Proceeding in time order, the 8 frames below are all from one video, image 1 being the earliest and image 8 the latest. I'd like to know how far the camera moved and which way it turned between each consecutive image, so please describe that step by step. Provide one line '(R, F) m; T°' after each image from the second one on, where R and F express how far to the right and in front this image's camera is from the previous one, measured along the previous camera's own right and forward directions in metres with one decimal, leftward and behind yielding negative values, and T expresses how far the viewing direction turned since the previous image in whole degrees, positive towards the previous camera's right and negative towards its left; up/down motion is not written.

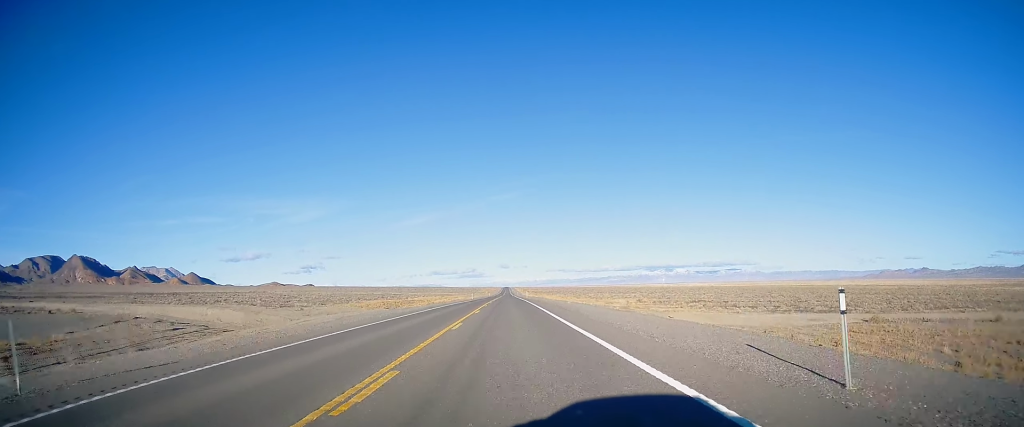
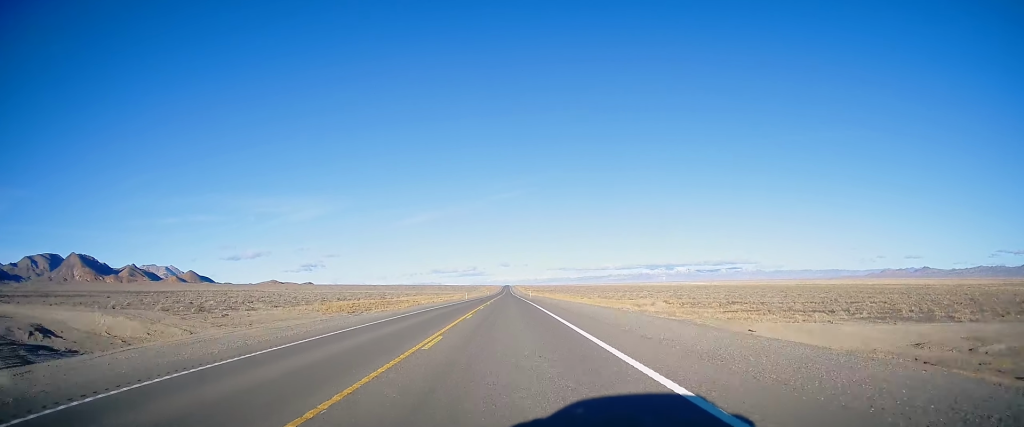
(-0.4, +18.4) m; 0°
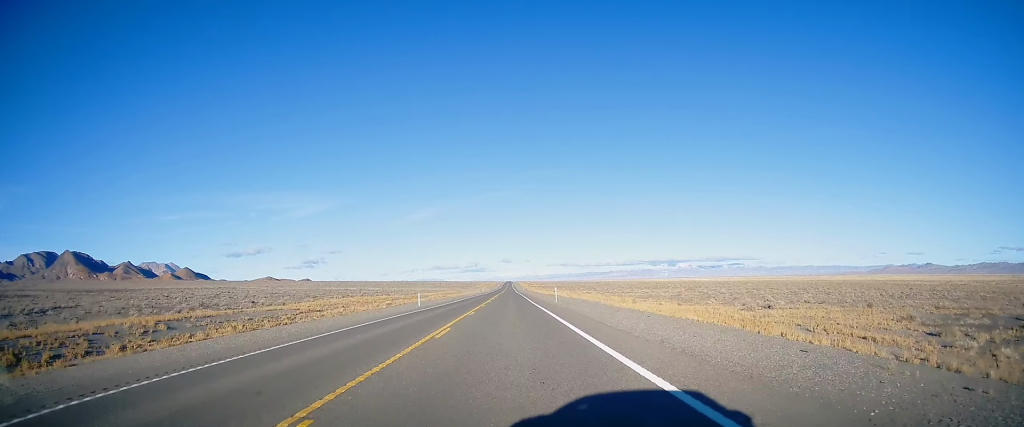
(+0.4, +58.2) m; 0°
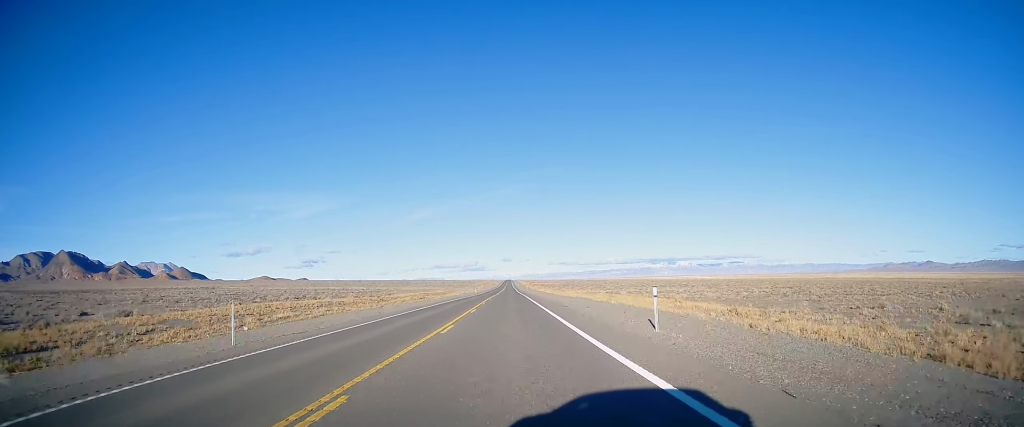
(-0.1, +35.0) m; 0°
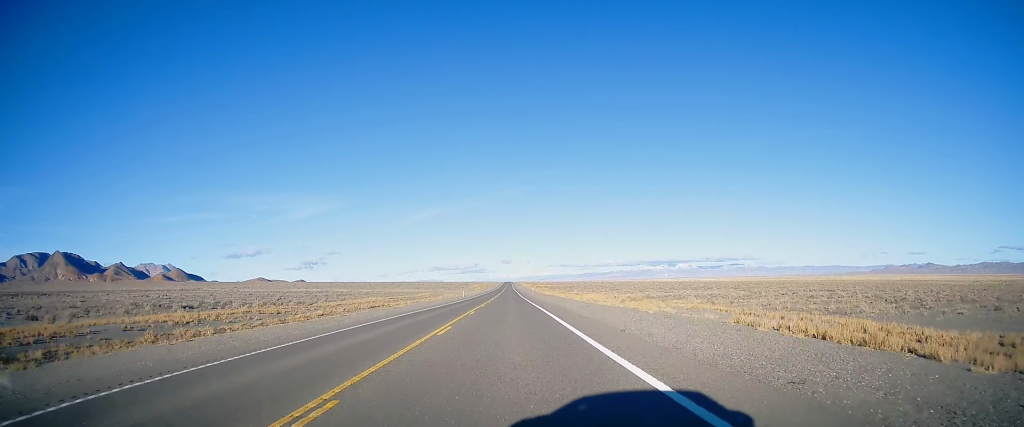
(+0.2, +36.6) m; 0°
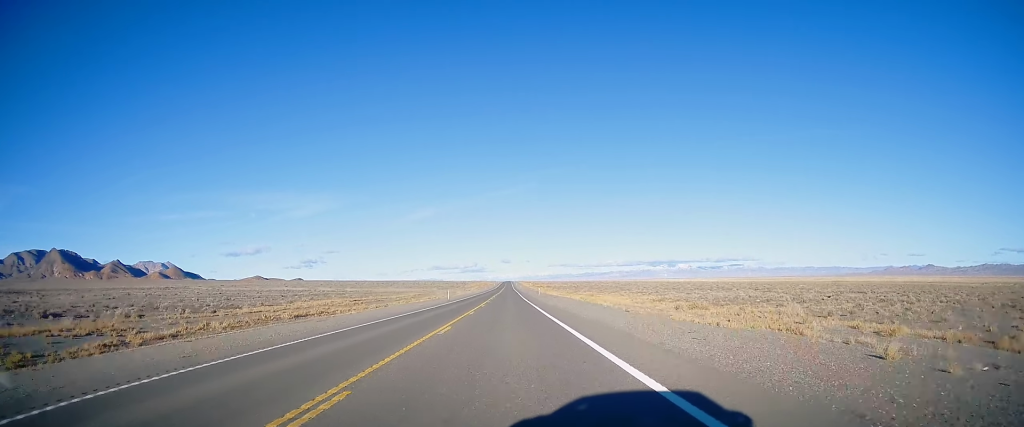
(-0.2, +23.8) m; 0°
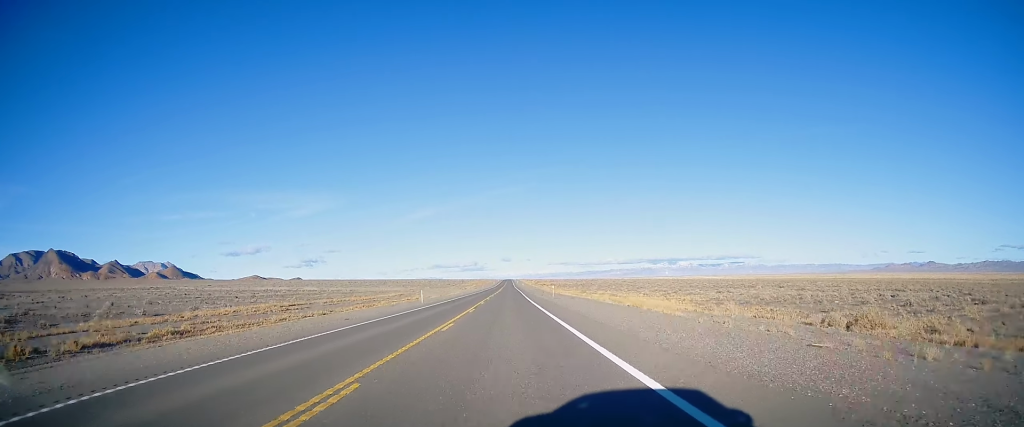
(-0.1, +23.9) m; 0°
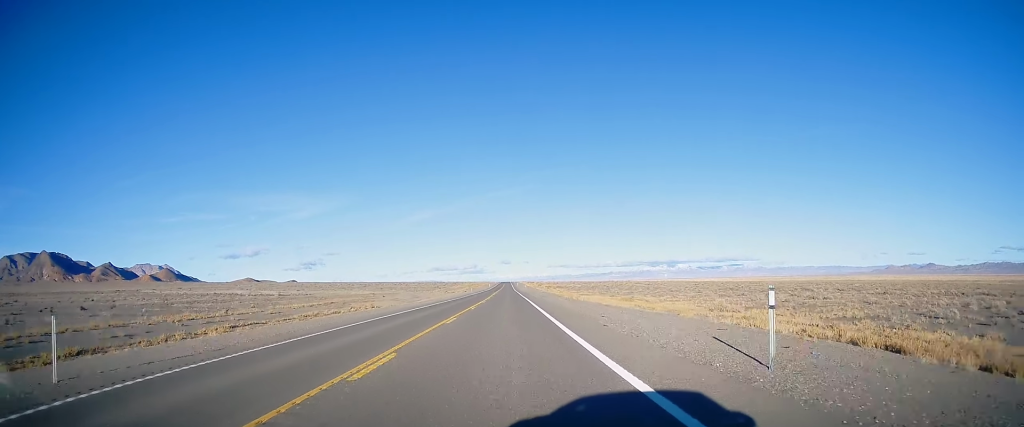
(+0.2, +45.4) m; 0°
